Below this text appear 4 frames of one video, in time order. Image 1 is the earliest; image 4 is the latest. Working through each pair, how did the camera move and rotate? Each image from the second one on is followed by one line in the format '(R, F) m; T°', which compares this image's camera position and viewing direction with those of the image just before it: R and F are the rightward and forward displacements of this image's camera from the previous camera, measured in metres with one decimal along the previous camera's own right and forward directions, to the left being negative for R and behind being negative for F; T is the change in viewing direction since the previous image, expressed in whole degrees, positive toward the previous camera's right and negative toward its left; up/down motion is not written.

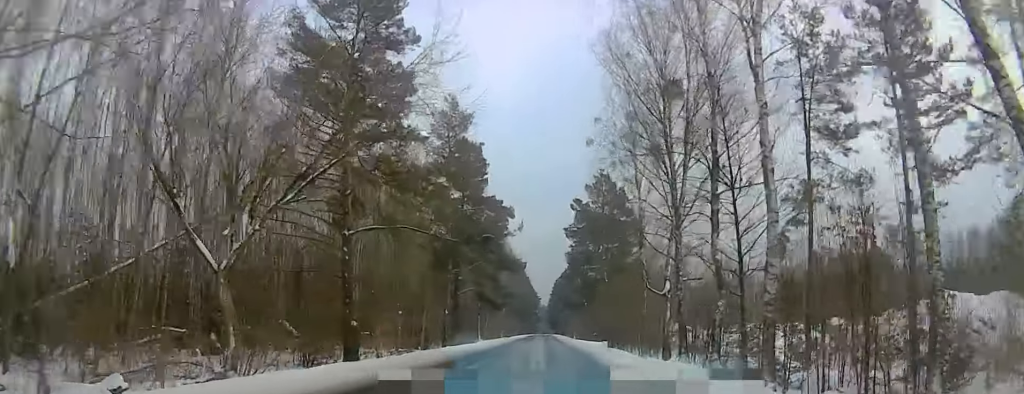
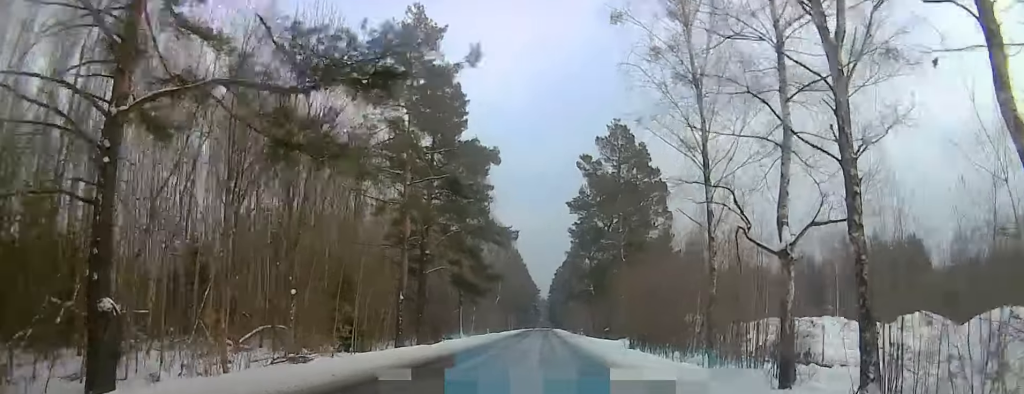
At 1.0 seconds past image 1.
(0.0, +18.4) m; 0°
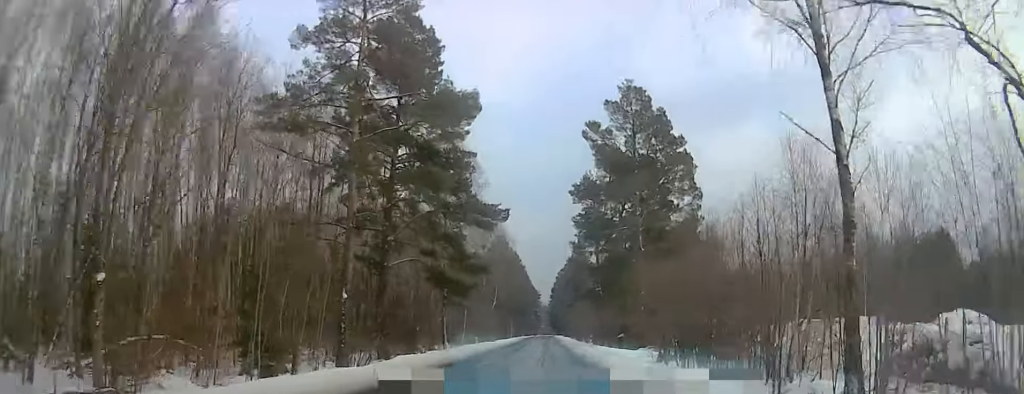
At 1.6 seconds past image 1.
(0.0, +12.0) m; 0°
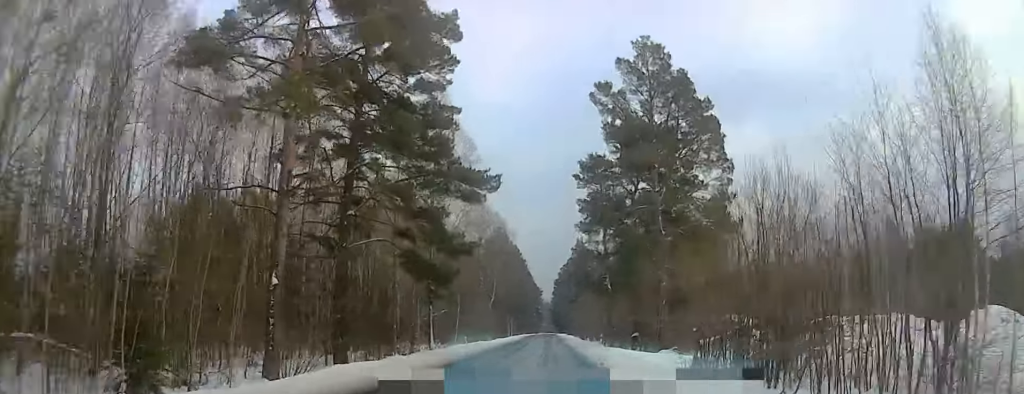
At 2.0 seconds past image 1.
(0.0, +8.2) m; 0°
